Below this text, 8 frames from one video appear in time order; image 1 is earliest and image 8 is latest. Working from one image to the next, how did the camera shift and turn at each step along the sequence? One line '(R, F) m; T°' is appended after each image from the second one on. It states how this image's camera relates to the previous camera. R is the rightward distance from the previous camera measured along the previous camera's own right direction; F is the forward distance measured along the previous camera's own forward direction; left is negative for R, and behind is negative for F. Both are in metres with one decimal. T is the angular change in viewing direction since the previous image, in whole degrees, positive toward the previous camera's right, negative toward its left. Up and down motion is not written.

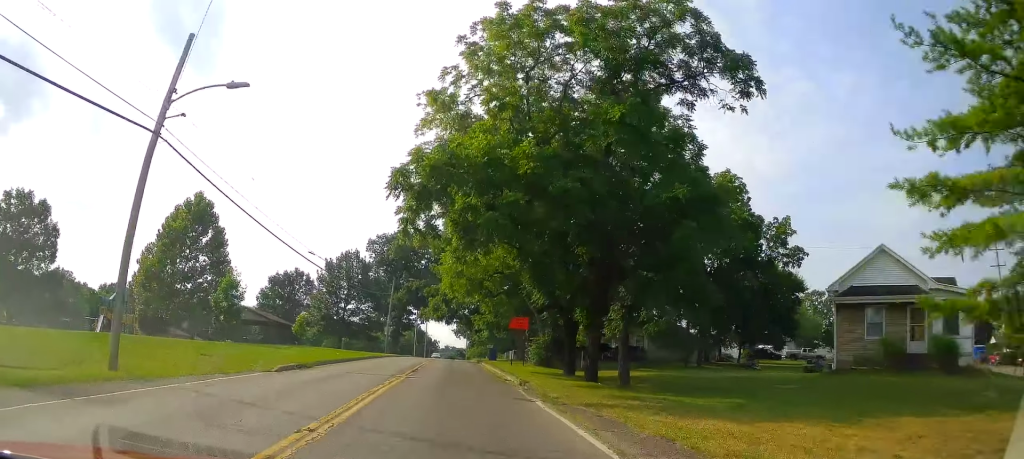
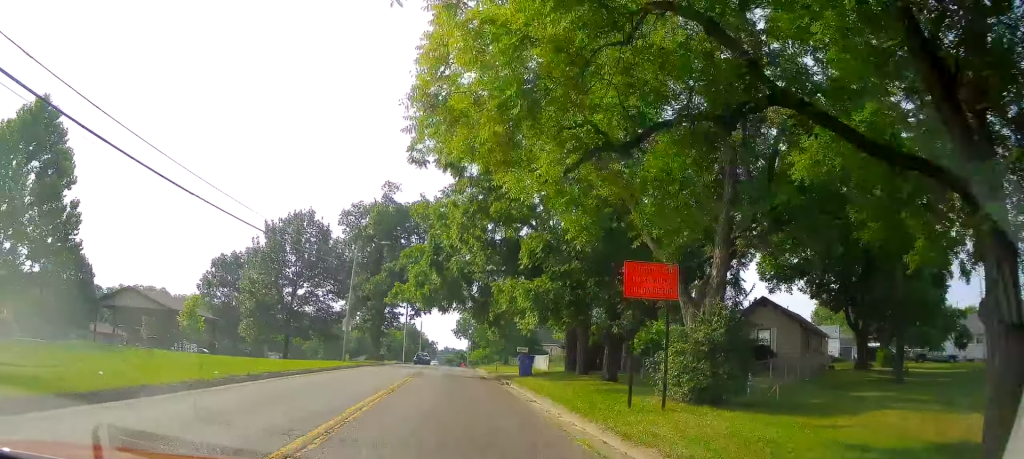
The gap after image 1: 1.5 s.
(+0.6, +25.1) m; +1°
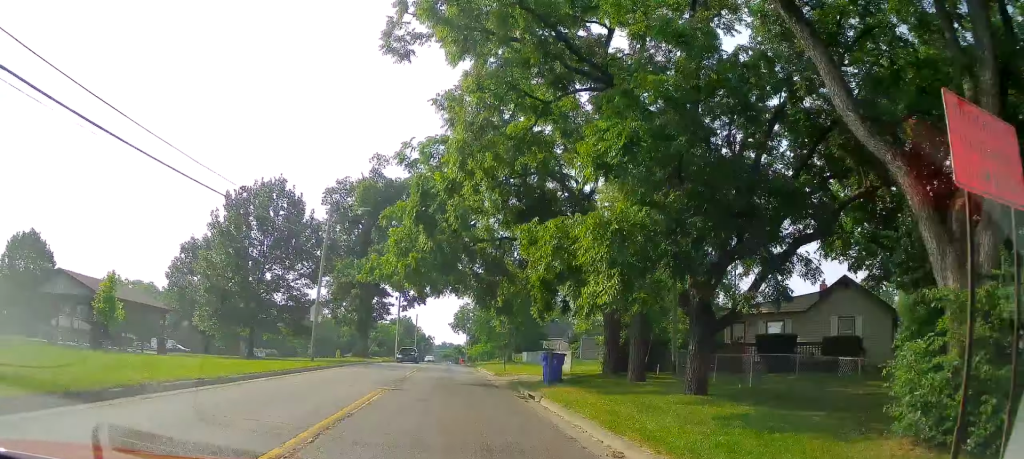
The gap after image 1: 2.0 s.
(-0.1, +8.9) m; 0°
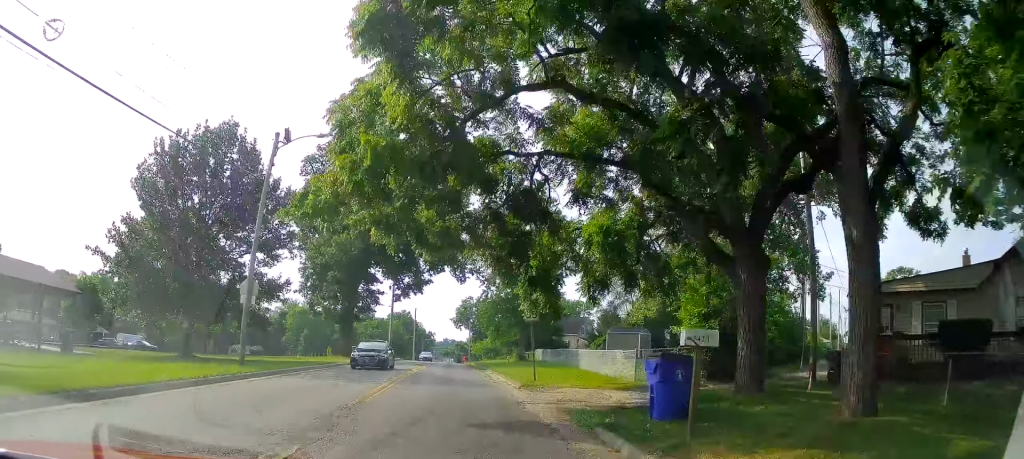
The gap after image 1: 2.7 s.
(+0.2, +11.6) m; 0°
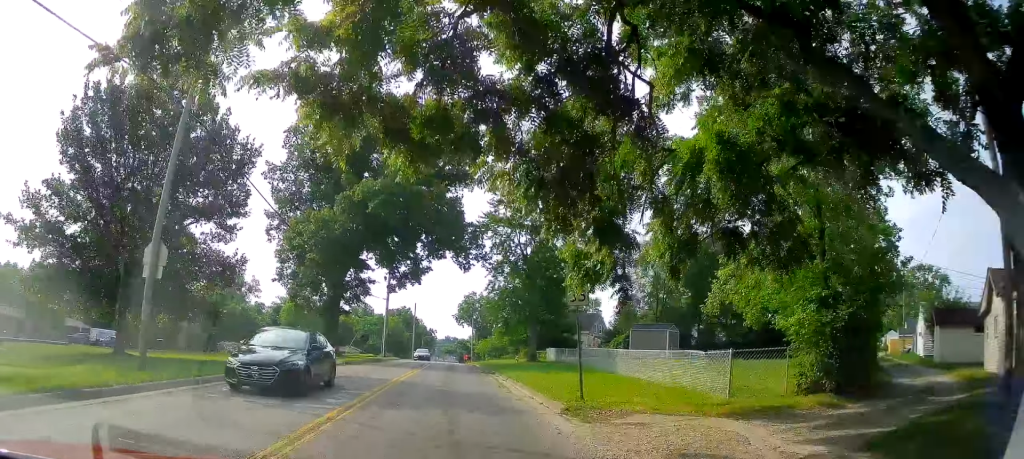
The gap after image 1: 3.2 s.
(0.0, +7.7) m; 0°
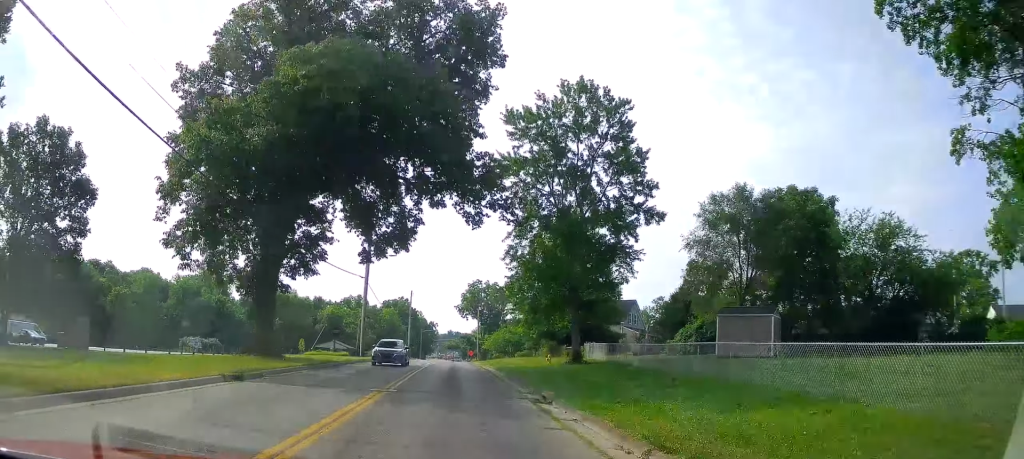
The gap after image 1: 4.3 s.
(-0.1, +18.1) m; +1°
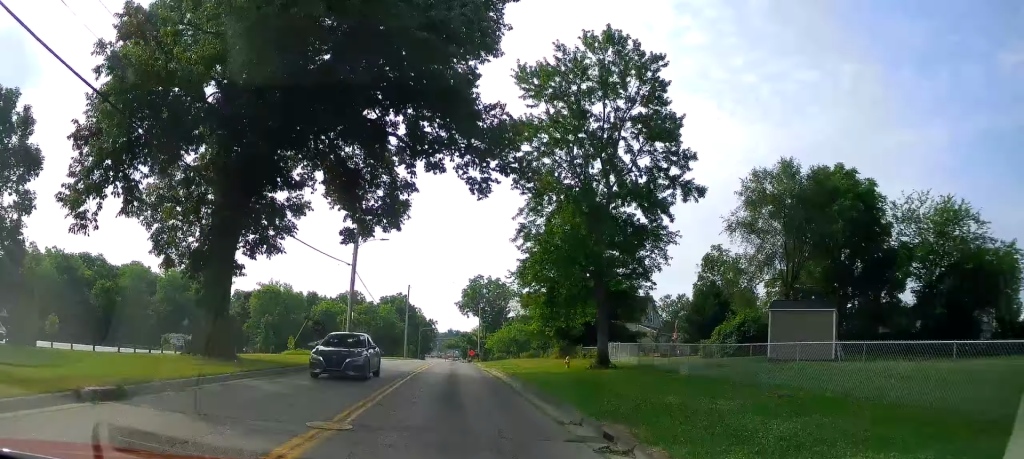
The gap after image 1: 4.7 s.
(0.0, +6.5) m; +1°
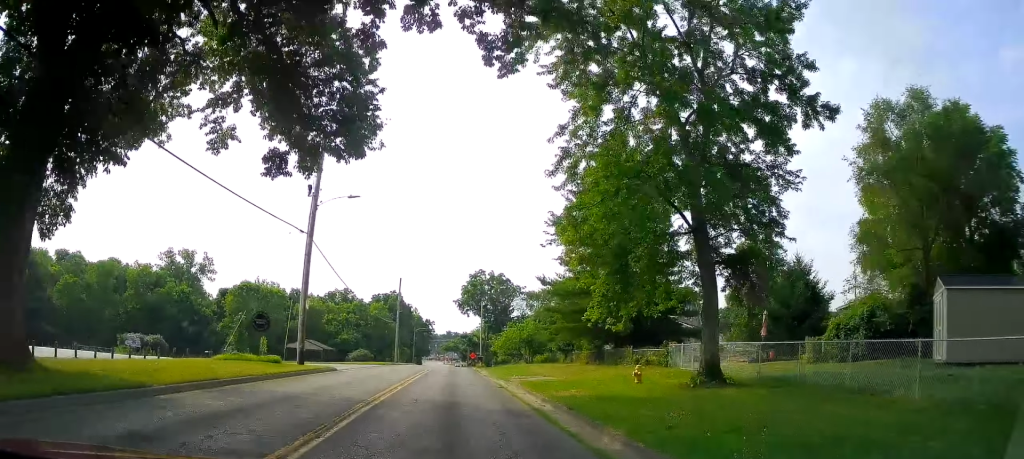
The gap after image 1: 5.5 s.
(+0.2, +13.0) m; +1°
